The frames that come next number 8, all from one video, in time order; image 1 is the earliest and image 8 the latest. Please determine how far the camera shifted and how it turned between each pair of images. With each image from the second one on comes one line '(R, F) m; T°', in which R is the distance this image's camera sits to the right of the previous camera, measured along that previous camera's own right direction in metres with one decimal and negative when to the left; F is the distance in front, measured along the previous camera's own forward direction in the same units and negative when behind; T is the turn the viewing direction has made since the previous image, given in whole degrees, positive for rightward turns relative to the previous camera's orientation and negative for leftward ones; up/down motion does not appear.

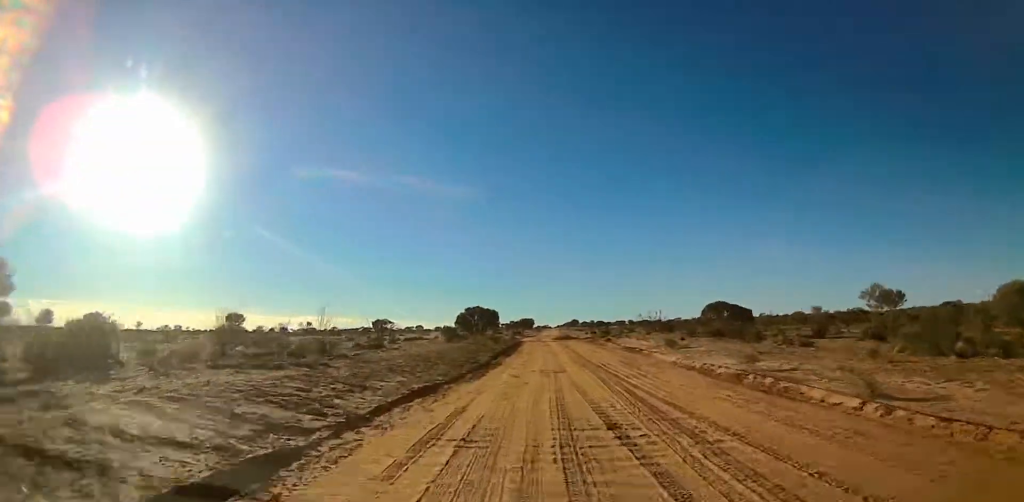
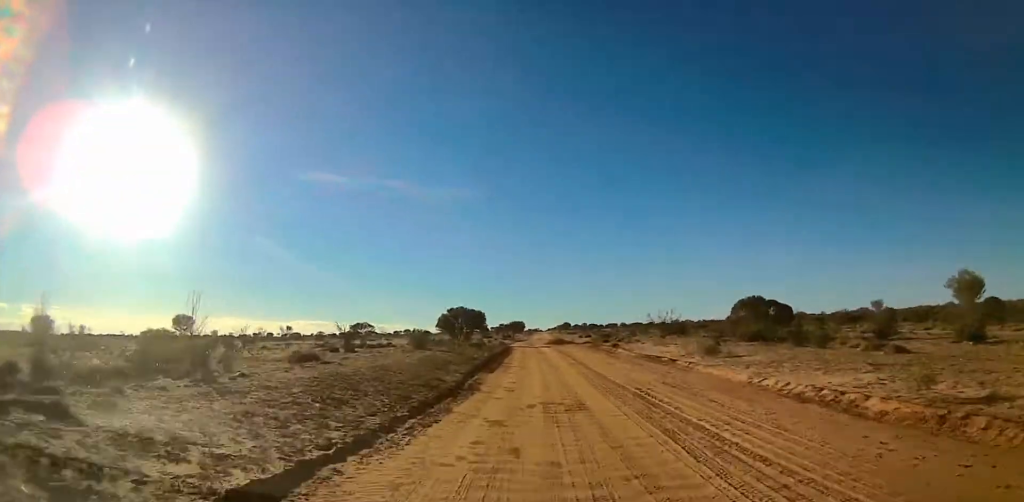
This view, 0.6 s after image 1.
(+0.1, +11.2) m; +1°
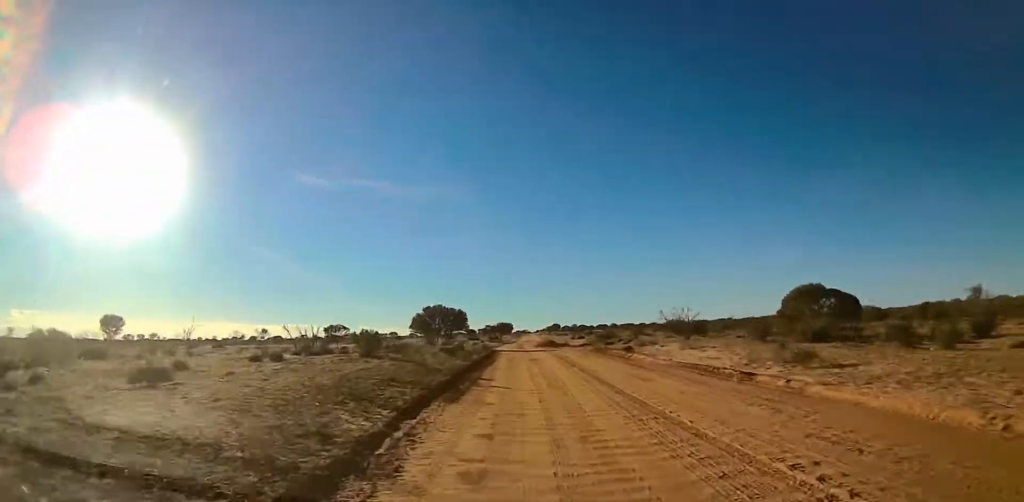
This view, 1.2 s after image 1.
(0.0, +12.1) m; 0°
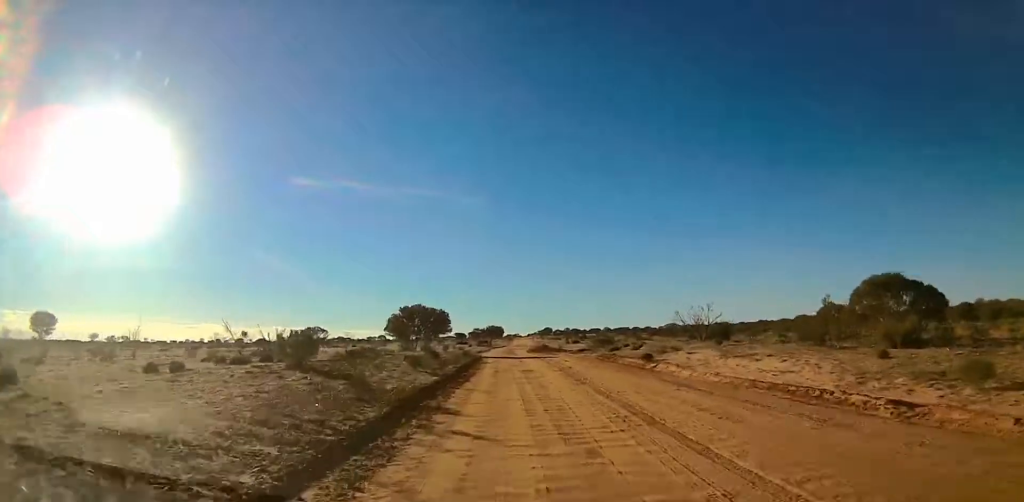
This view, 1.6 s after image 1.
(0.0, +9.7) m; +1°
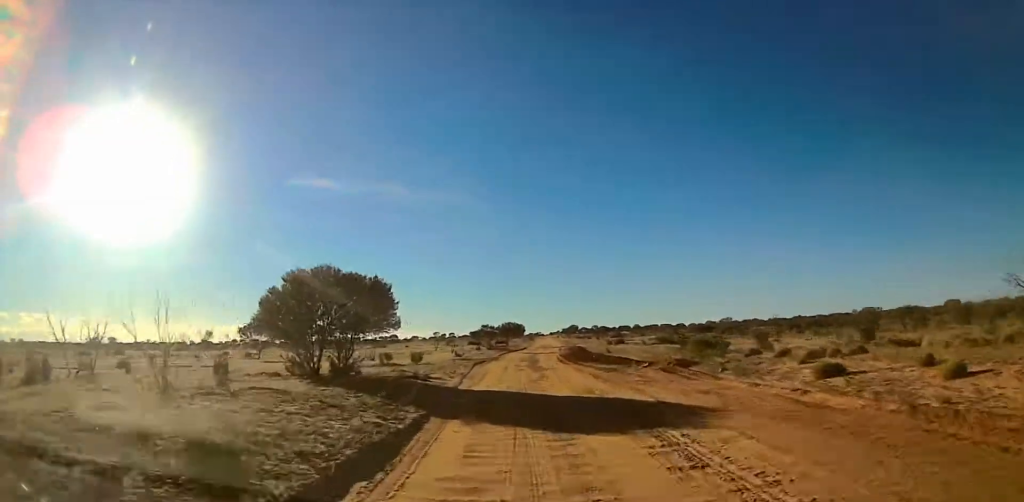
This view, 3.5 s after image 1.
(+0.9, +40.1) m; +2°
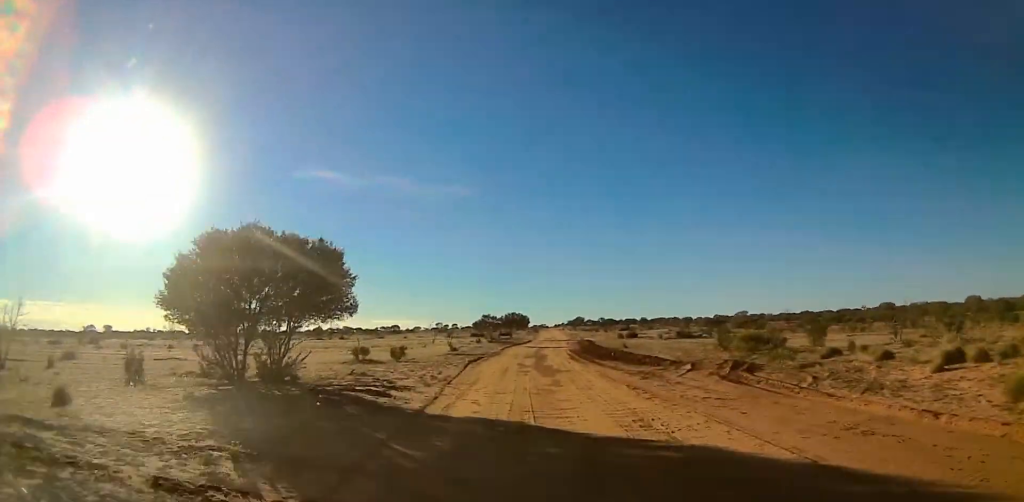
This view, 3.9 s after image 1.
(0.0, +10.3) m; 0°
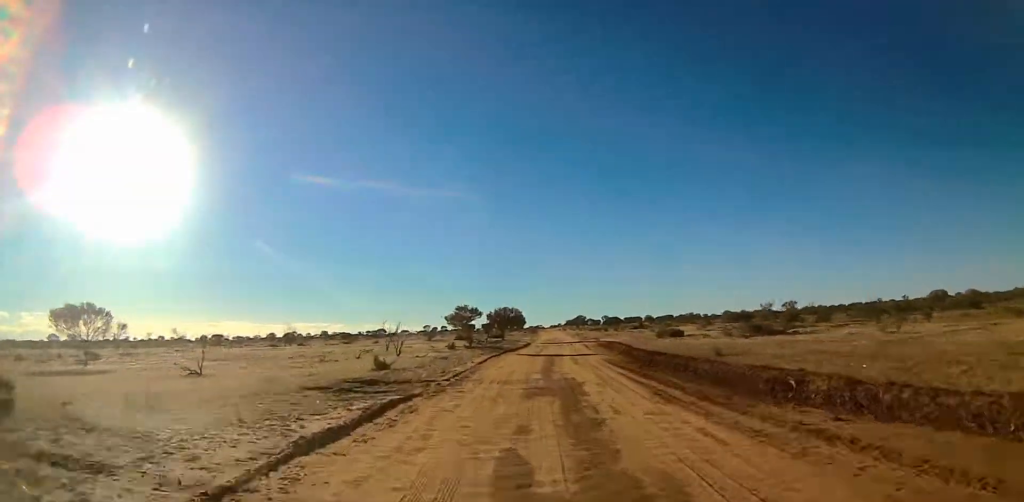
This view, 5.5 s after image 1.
(-0.8, +41.4) m; -3°
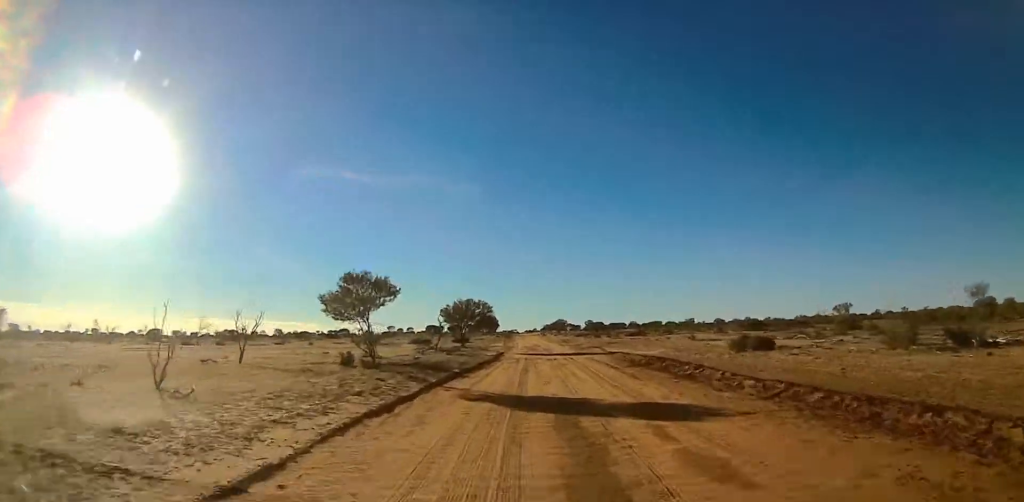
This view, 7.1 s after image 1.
(-0.8, +43.3) m; 0°
